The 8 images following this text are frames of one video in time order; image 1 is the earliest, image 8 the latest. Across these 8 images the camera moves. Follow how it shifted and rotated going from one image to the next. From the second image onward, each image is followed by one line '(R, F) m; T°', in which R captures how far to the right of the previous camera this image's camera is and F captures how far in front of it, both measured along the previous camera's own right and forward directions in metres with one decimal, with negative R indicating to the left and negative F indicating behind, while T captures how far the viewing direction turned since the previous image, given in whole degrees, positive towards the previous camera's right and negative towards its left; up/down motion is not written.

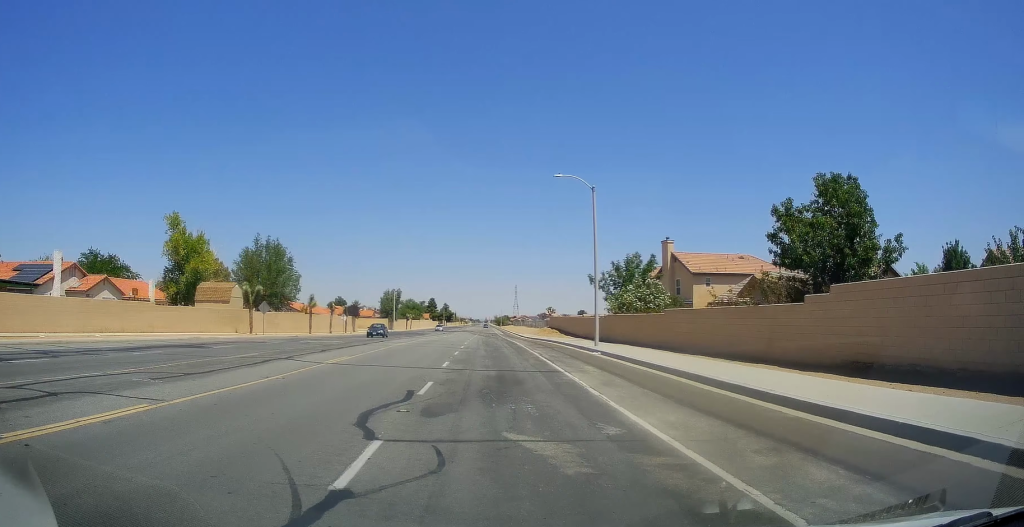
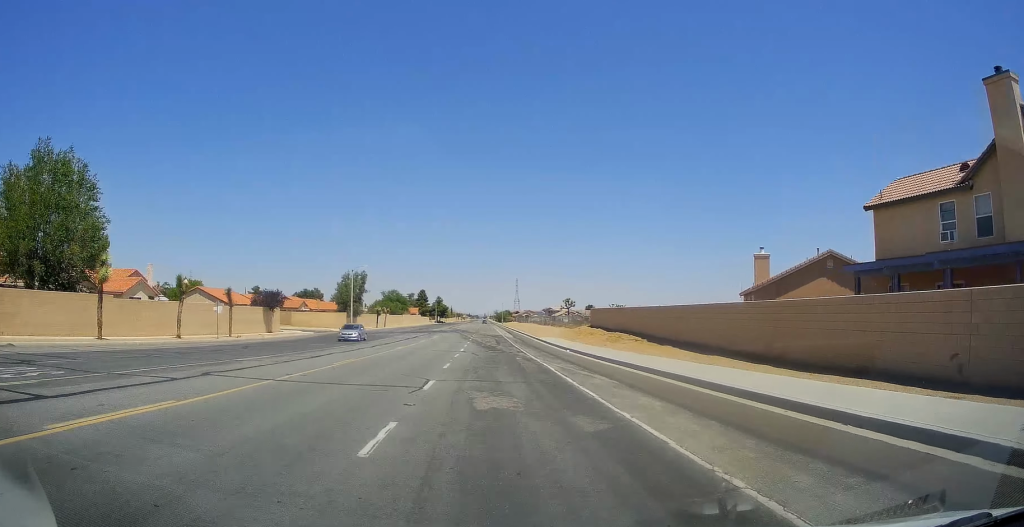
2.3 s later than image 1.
(0.0, +41.2) m; 0°
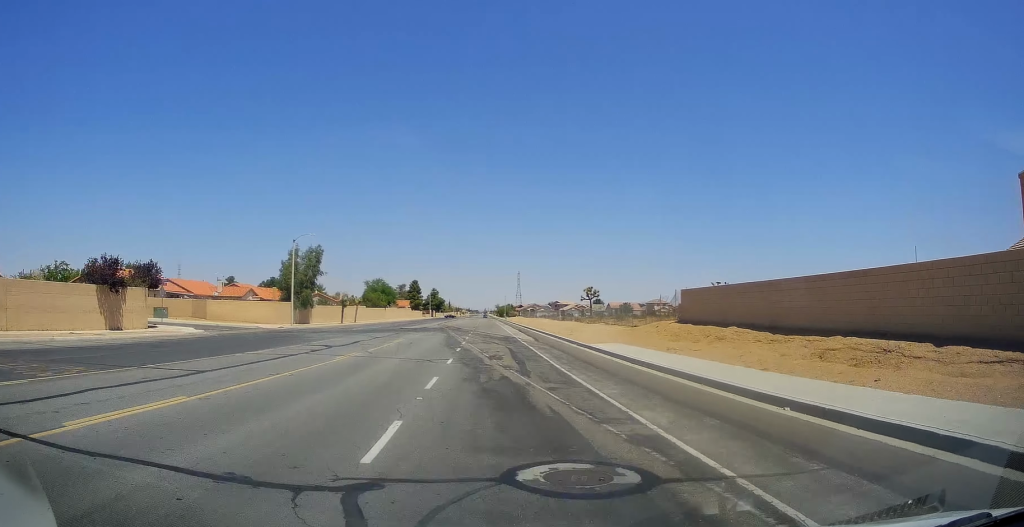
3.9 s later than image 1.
(0.0, +30.5) m; 0°
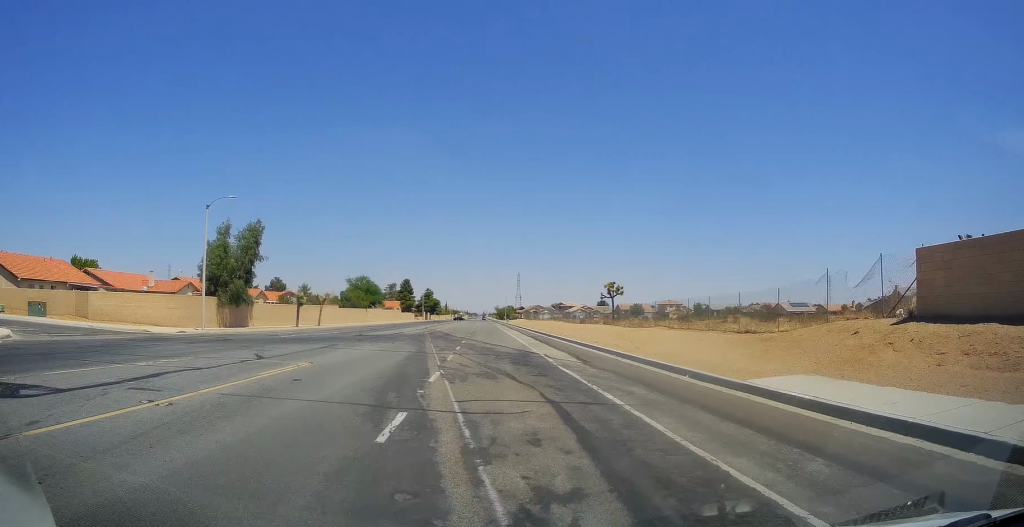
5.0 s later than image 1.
(0.0, +20.5) m; 0°
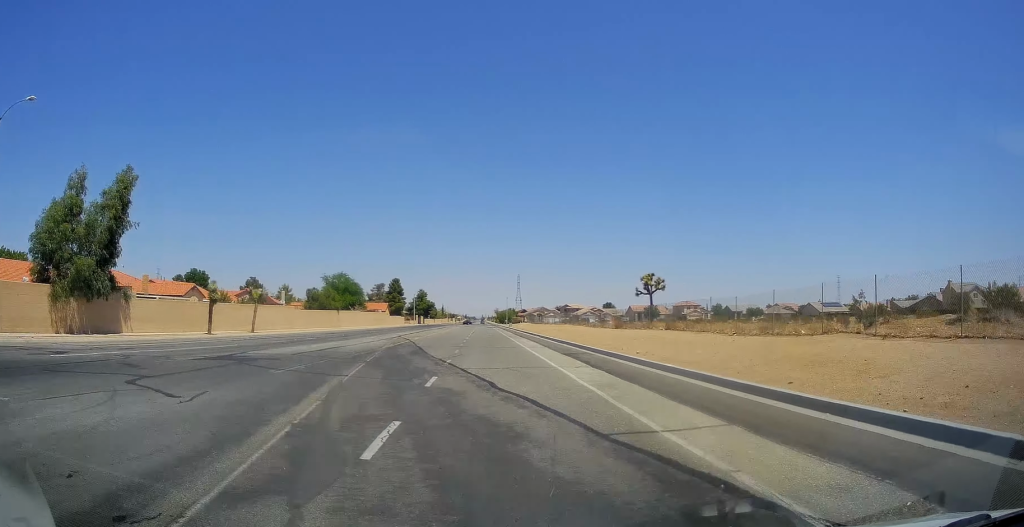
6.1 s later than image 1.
(0.0, +23.2) m; 0°
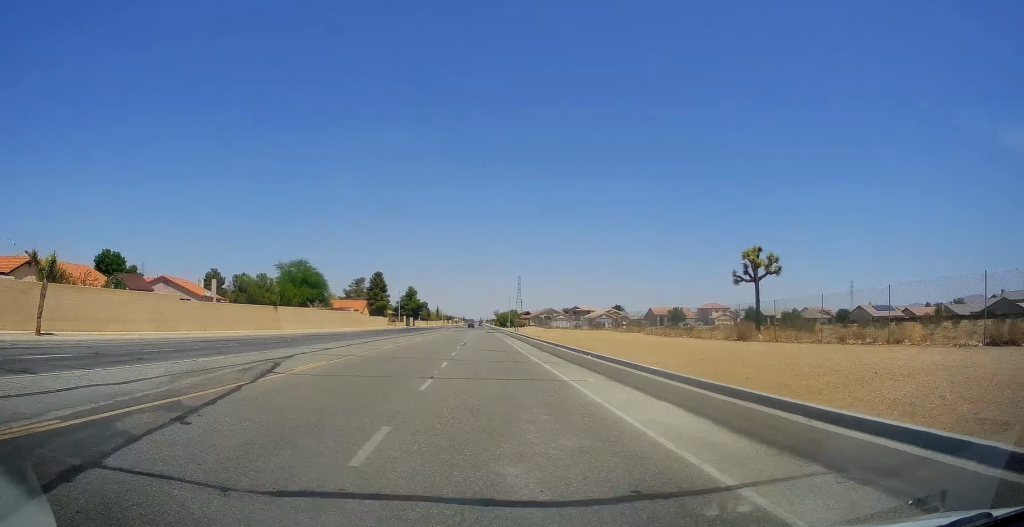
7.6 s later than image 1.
(0.0, +29.9) m; 0°
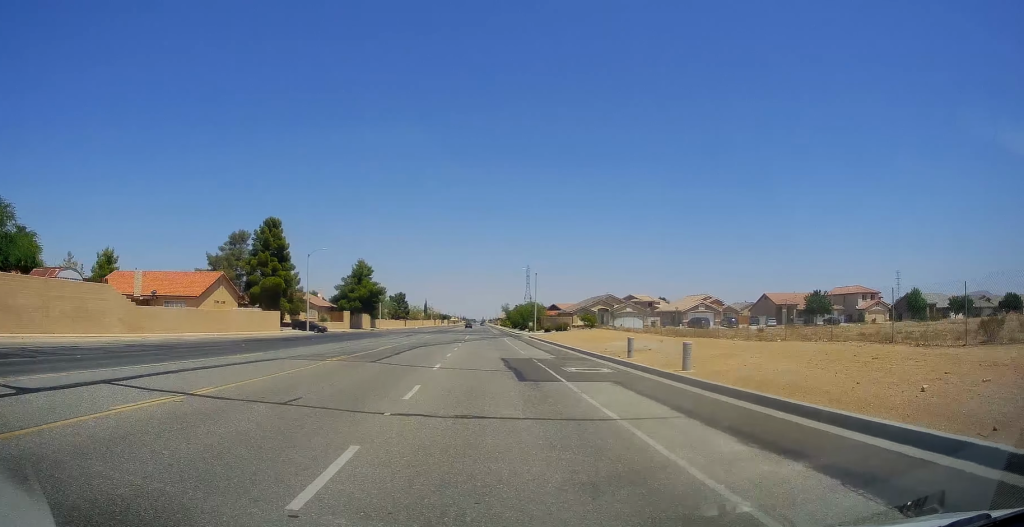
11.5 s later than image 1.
(0.0, +82.0) m; 0°
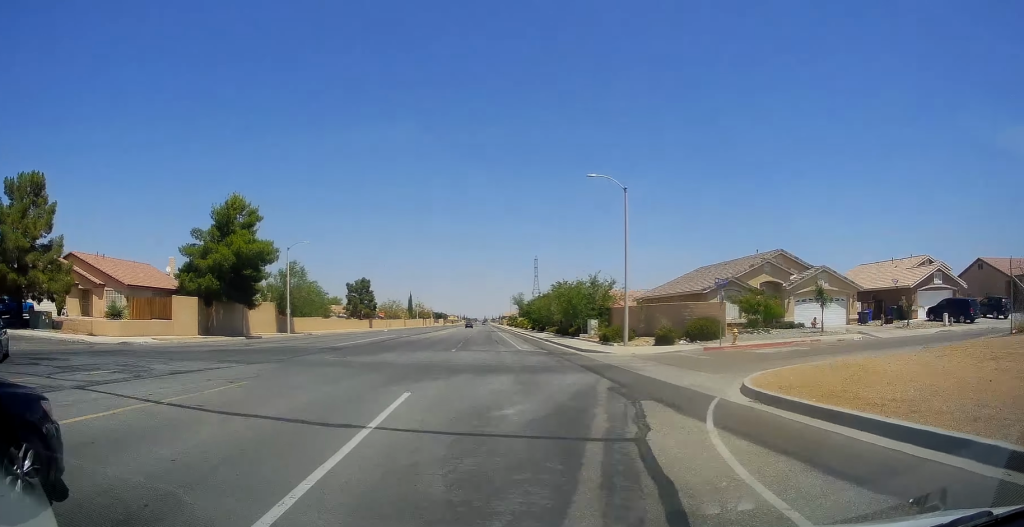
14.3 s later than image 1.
(0.0, +59.4) m; 0°
